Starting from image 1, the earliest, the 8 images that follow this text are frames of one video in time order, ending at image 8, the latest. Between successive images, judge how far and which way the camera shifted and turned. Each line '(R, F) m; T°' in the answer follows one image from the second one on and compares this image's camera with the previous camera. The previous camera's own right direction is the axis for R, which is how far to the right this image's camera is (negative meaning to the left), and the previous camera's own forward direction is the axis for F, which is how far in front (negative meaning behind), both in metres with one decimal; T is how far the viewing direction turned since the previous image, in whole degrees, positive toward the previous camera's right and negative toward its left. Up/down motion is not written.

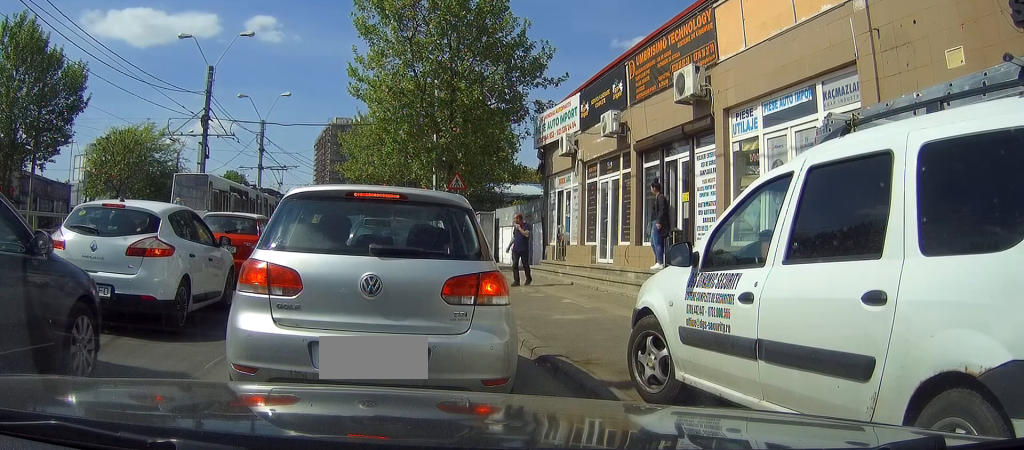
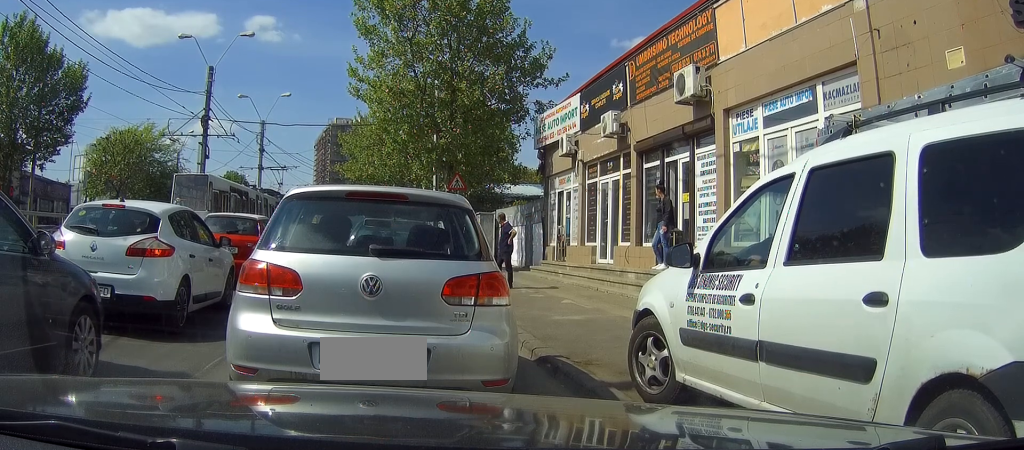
(0.0, 0.0) m; 0°
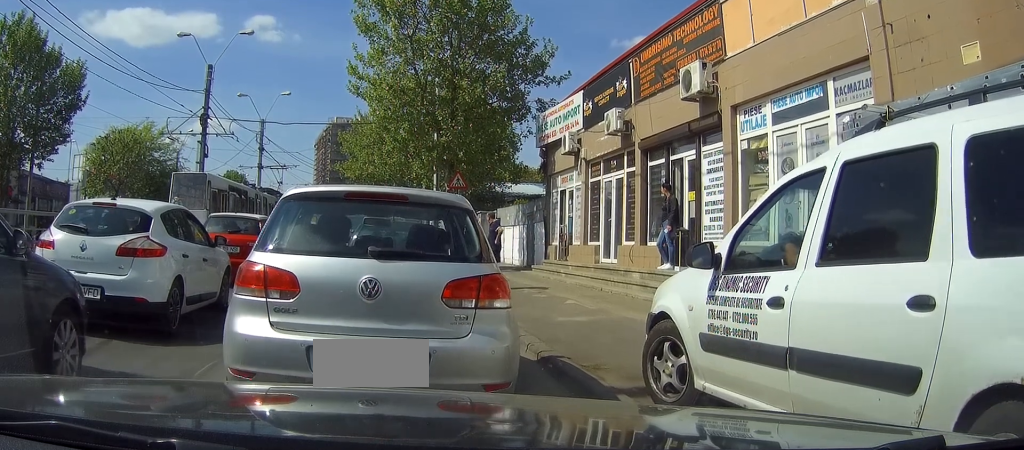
(0.0, 0.0) m; 0°
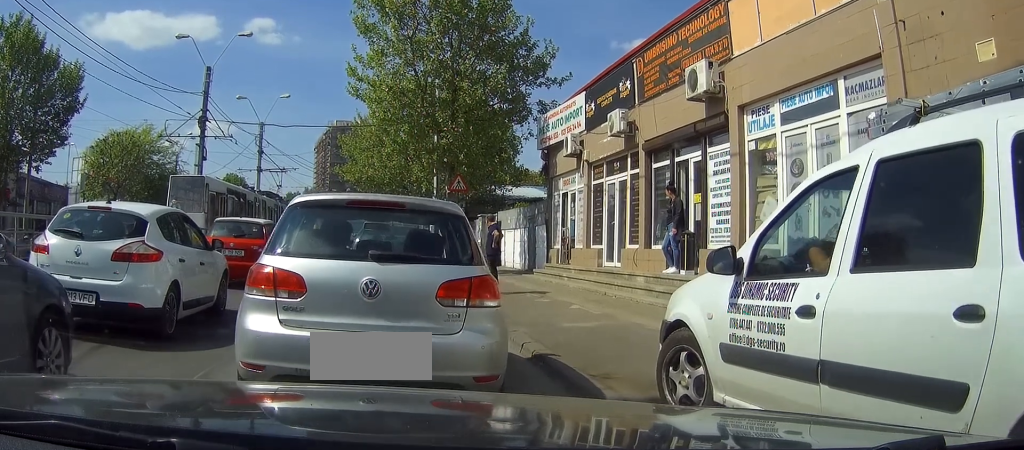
(0.0, 0.0) m; 0°
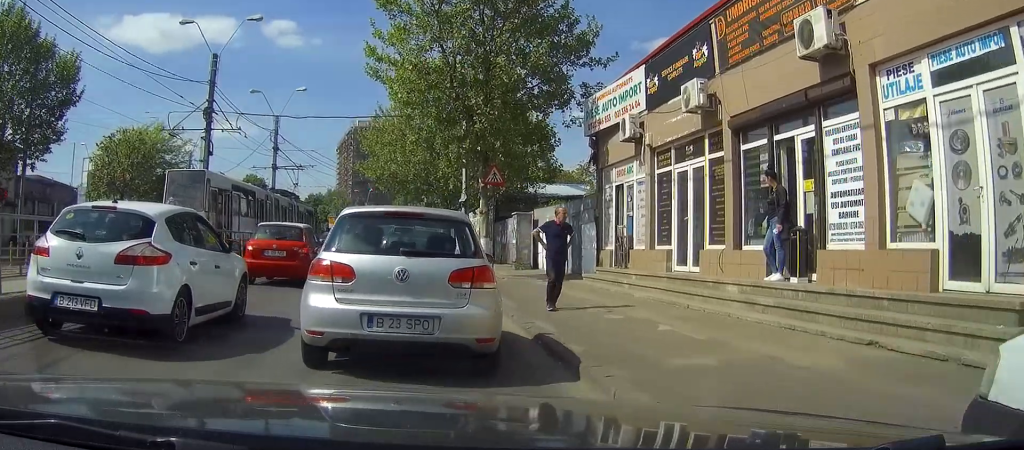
(-0.1, +1.2) m; 0°
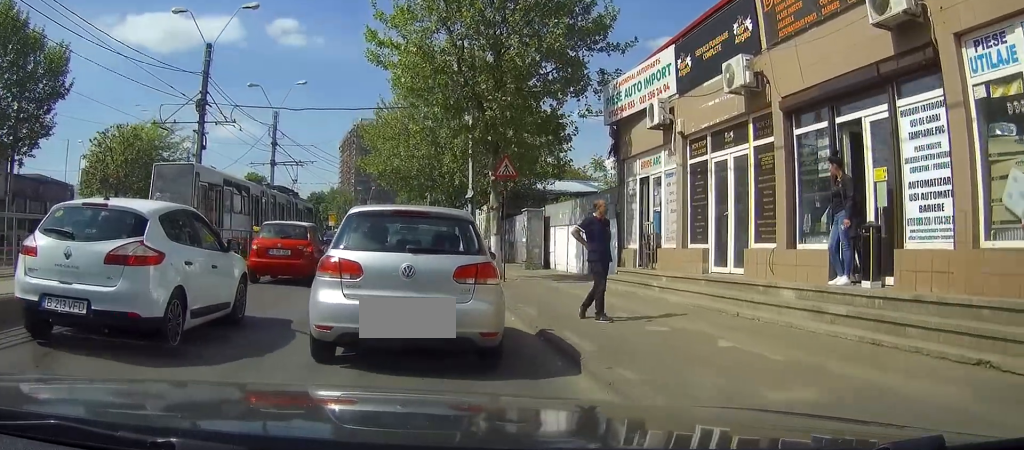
(0.0, +0.8) m; 0°
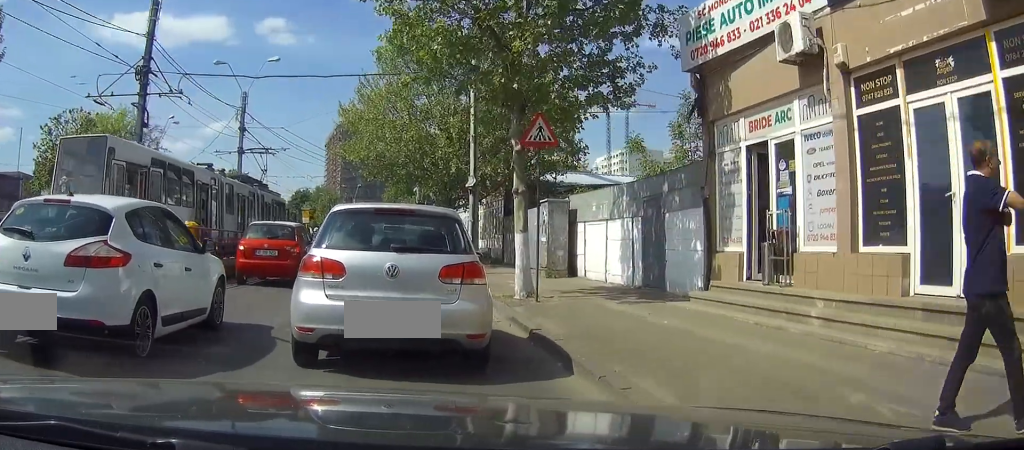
(+0.1, +4.8) m; +3°
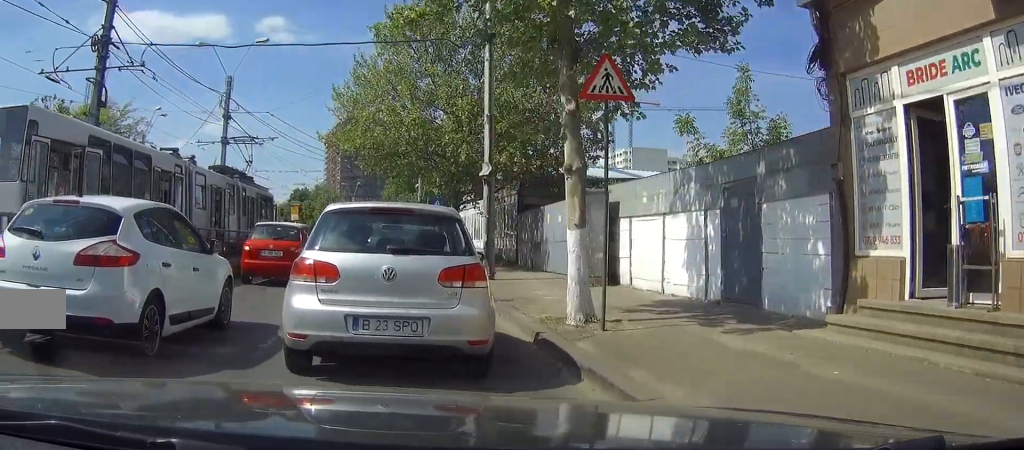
(+0.1, +3.9) m; 0°
